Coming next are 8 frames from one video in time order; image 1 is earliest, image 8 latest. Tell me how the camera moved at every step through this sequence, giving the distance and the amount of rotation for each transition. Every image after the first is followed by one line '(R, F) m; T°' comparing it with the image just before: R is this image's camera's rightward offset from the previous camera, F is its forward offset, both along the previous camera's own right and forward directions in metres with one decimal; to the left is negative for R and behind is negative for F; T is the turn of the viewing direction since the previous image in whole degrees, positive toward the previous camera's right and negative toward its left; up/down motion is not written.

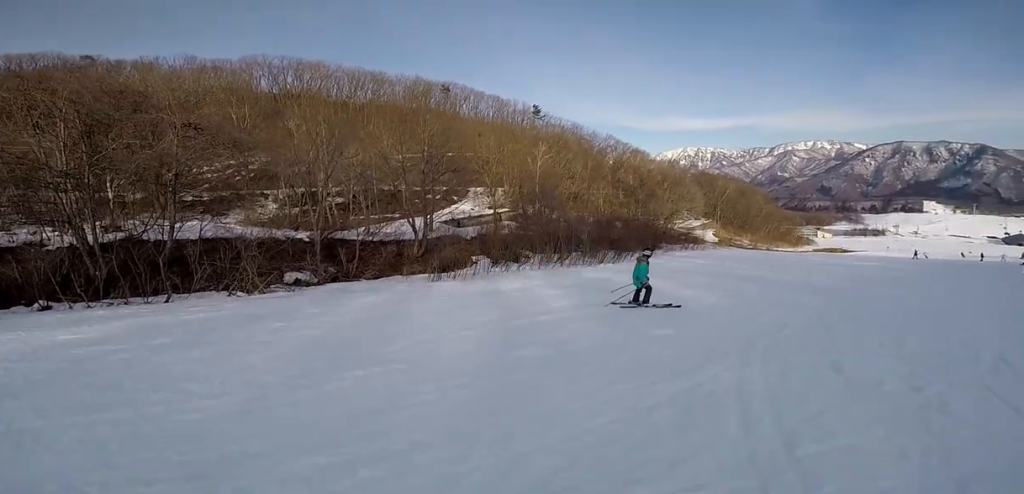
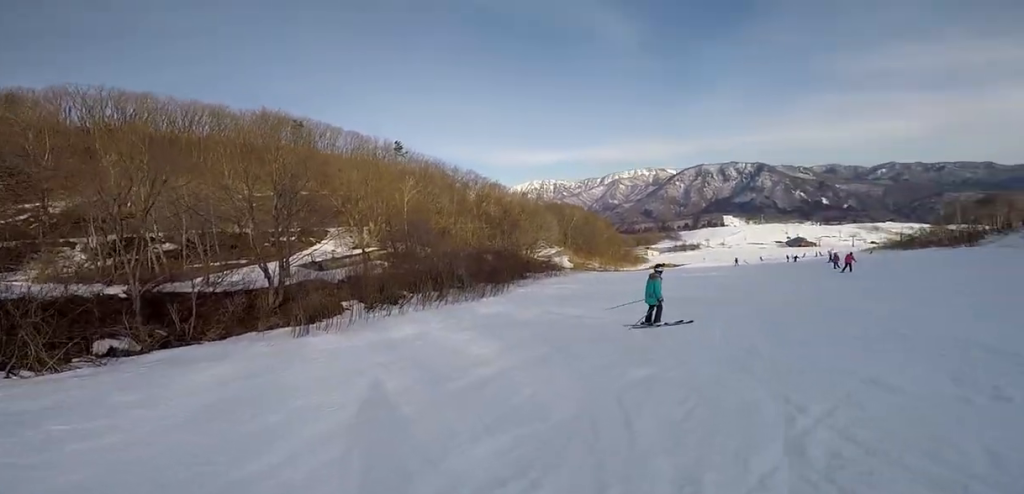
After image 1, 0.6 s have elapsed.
(+0.9, +2.4) m; +19°
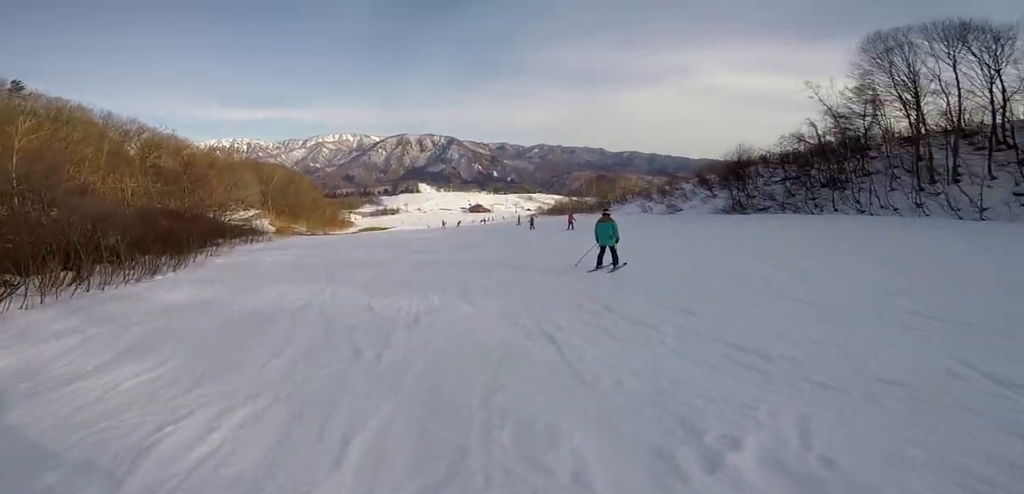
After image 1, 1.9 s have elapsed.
(+1.0, +4.8) m; +38°
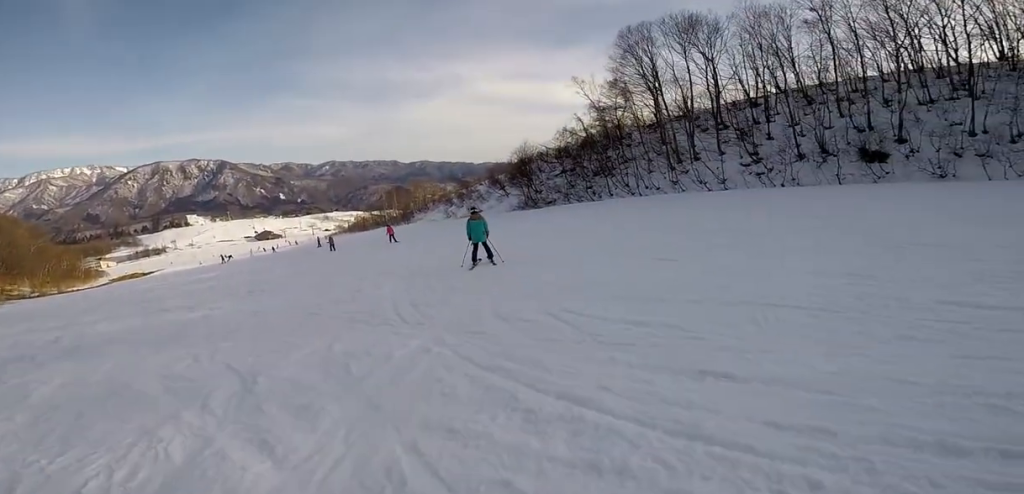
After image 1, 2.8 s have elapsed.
(+1.4, +3.8) m; +25°
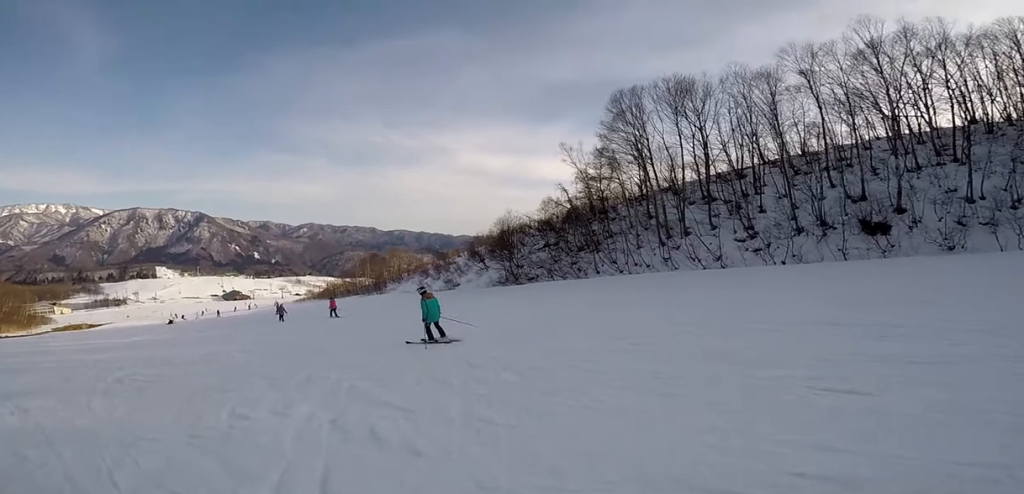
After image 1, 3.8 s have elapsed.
(+0.5, +4.9) m; -3°
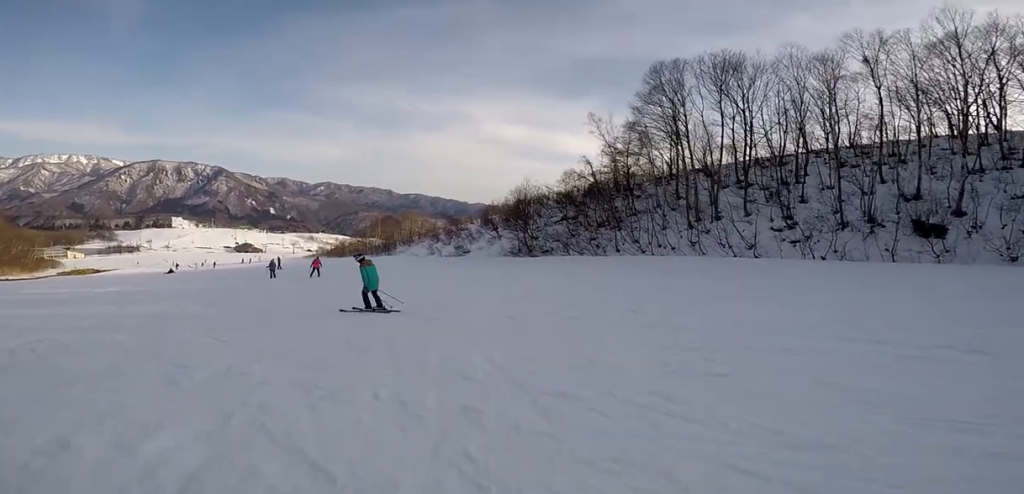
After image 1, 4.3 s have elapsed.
(-0.4, +2.6) m; -10°
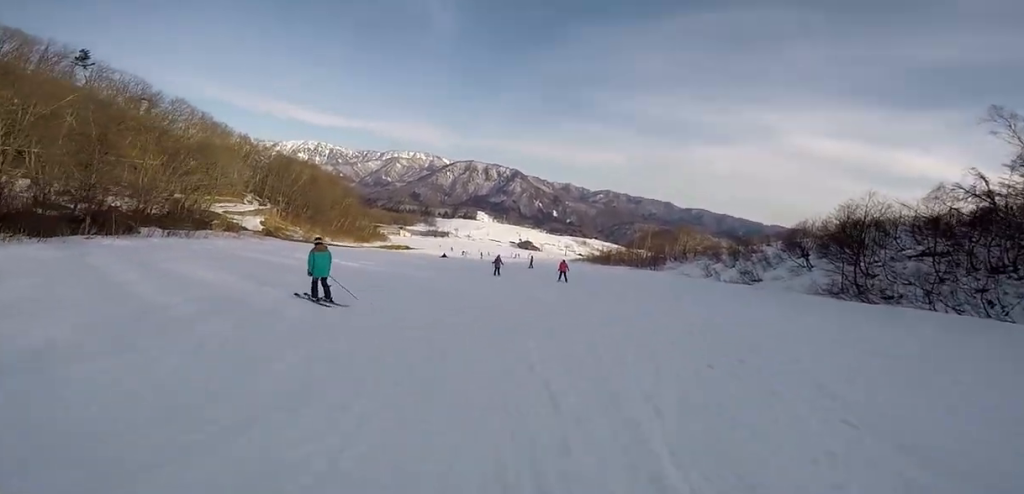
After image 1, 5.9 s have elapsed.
(-1.9, +7.4) m; -51°
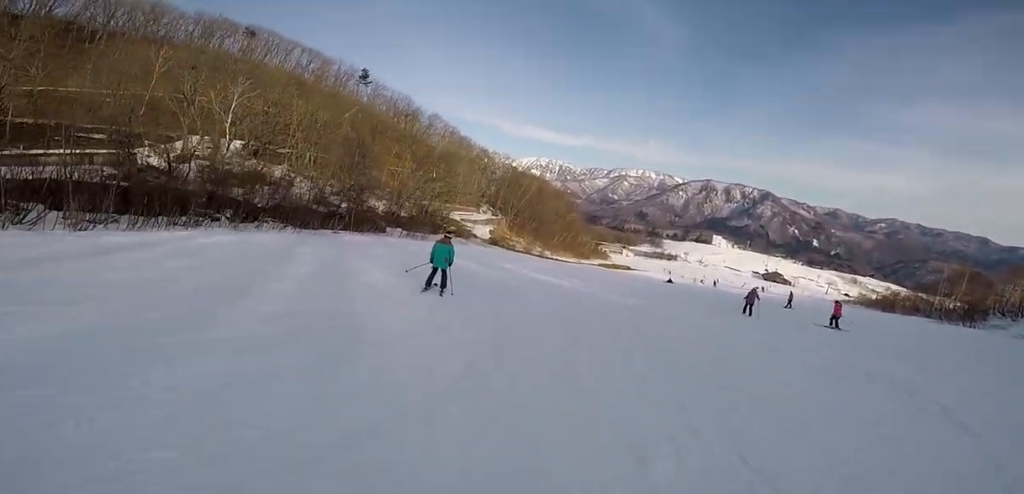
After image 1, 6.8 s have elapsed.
(-2.3, +4.1) m; -13°
